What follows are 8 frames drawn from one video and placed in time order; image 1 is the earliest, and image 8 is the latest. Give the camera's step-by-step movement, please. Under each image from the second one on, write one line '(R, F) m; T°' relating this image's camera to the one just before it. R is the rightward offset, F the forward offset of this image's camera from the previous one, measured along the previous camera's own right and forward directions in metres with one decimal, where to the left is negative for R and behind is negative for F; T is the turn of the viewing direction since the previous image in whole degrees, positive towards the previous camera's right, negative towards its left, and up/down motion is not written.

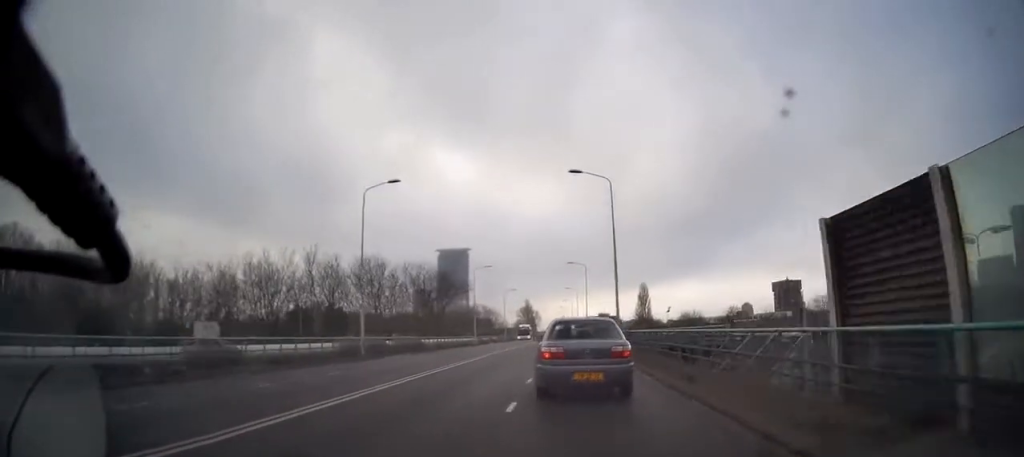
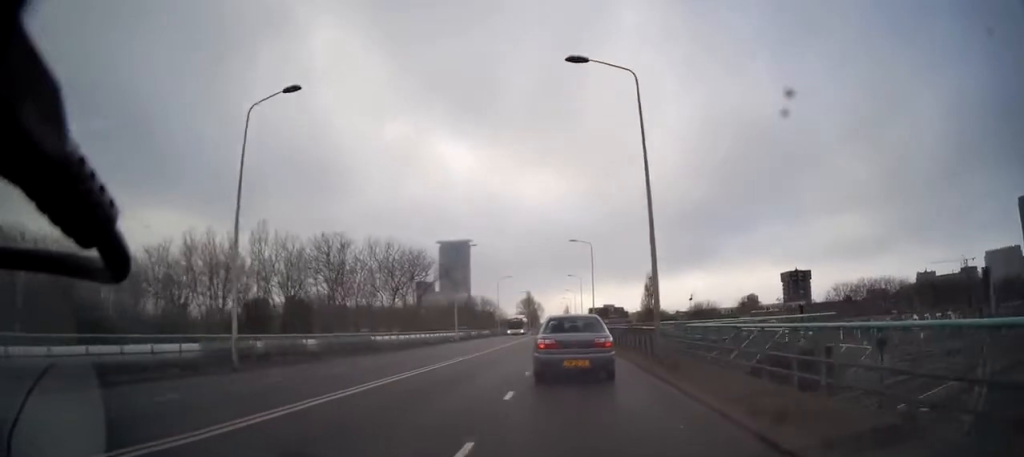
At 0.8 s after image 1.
(+0.1, +11.5) m; +1°
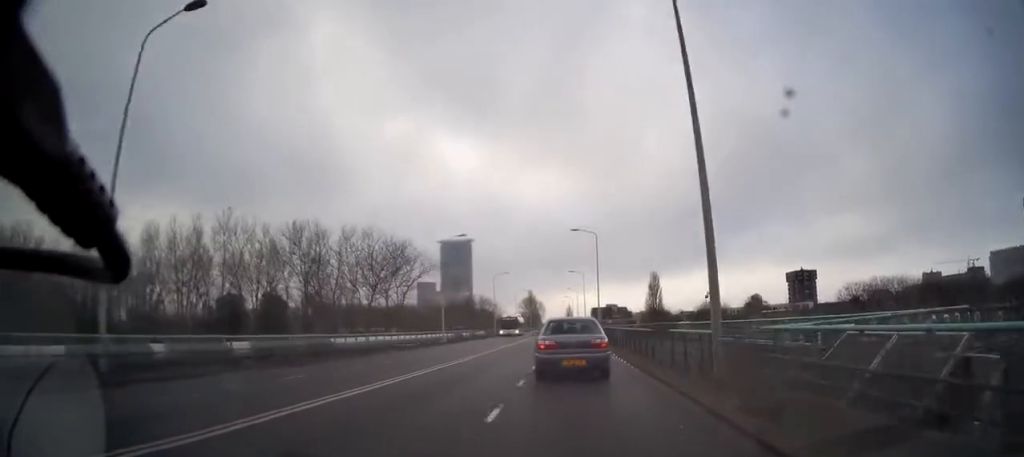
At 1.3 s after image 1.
(0.0, +6.1) m; 0°
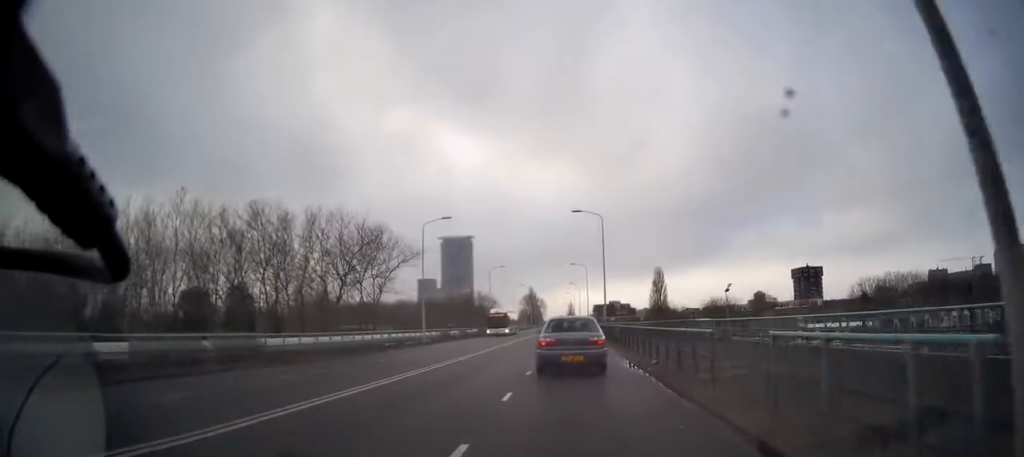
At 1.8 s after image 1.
(0.0, +6.6) m; 0°
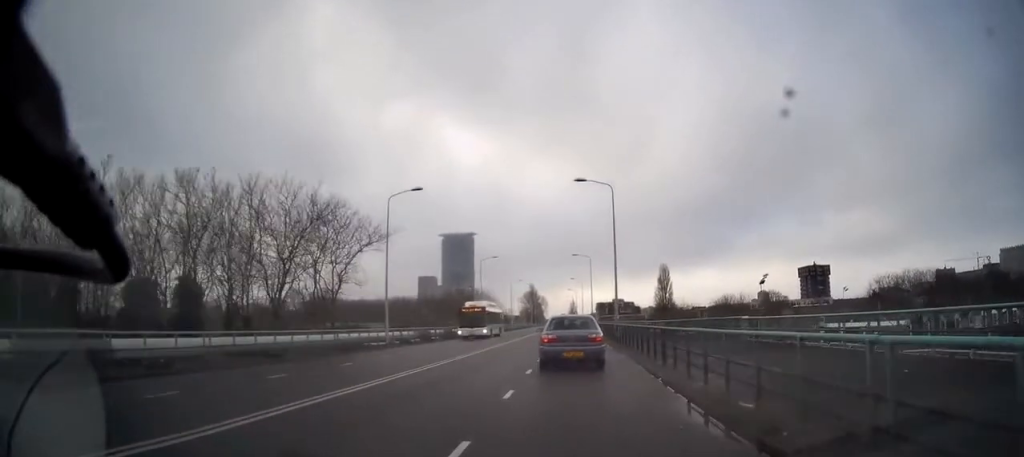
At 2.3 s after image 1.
(-0.1, +7.9) m; -1°
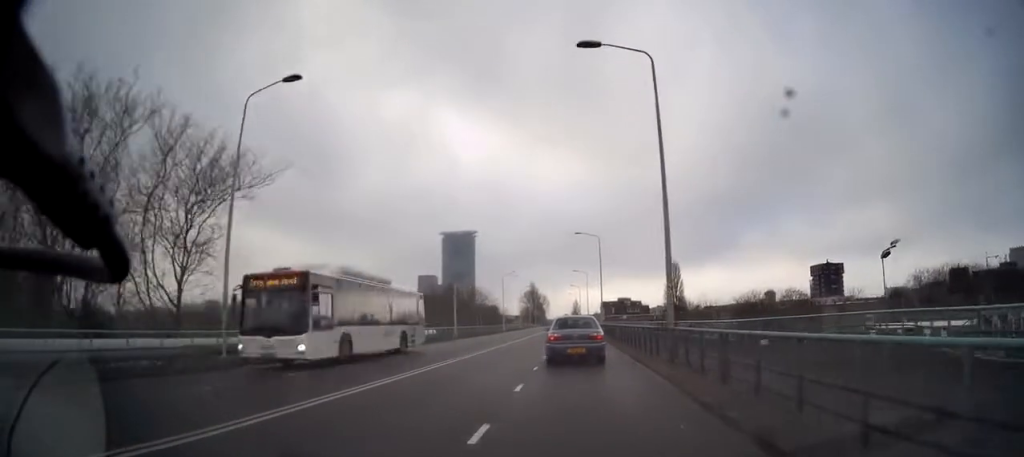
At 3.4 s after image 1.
(-0.3, +15.3) m; -1°
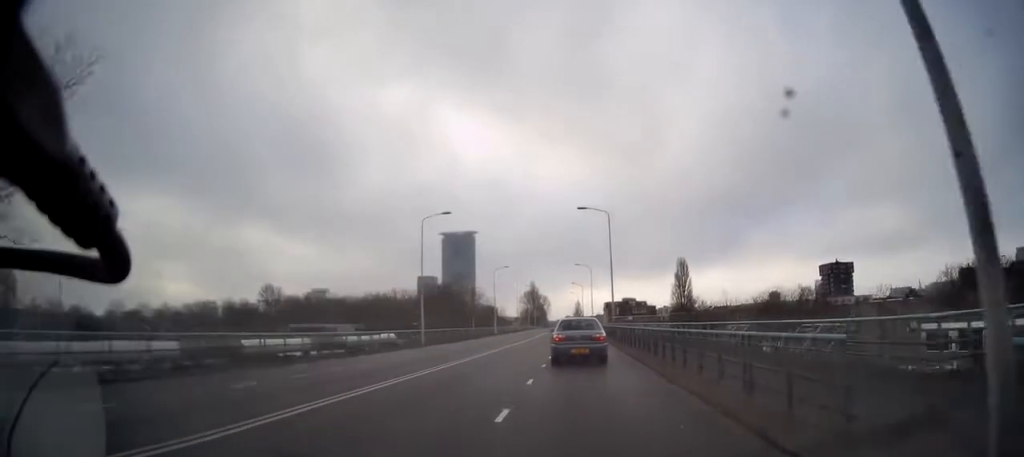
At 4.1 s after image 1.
(0.0, +10.5) m; +1°
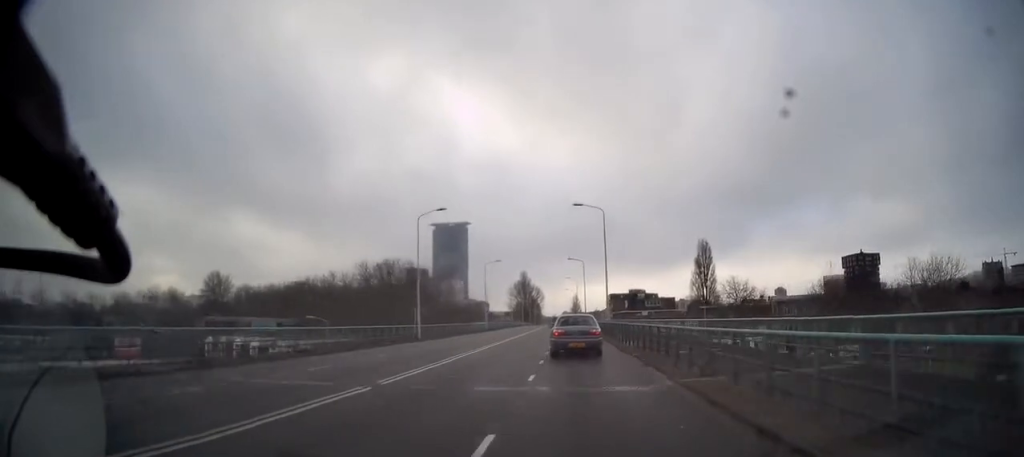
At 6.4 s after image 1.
(+0.5, +34.8) m; +1°
